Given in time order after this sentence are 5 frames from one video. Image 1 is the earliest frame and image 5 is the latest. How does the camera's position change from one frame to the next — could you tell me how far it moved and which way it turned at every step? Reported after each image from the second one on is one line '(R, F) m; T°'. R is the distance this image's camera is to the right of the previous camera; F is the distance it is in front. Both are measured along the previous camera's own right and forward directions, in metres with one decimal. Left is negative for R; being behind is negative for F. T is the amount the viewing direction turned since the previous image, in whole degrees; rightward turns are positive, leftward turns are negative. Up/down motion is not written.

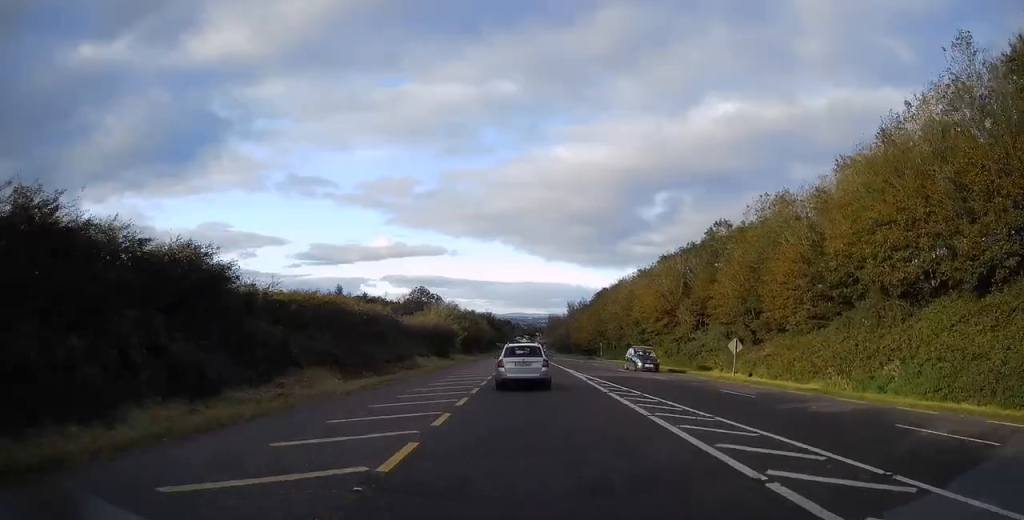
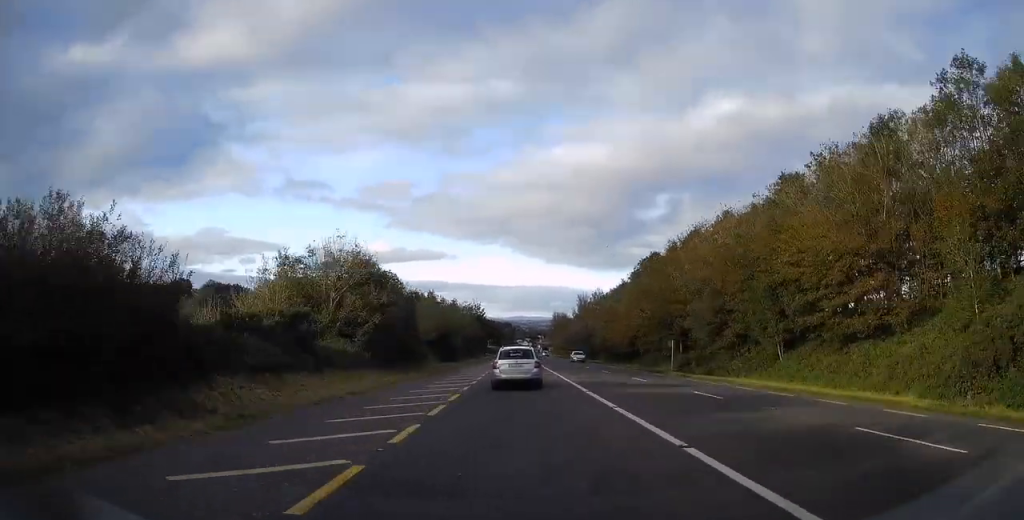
(+0.5, +47.3) m; +1°
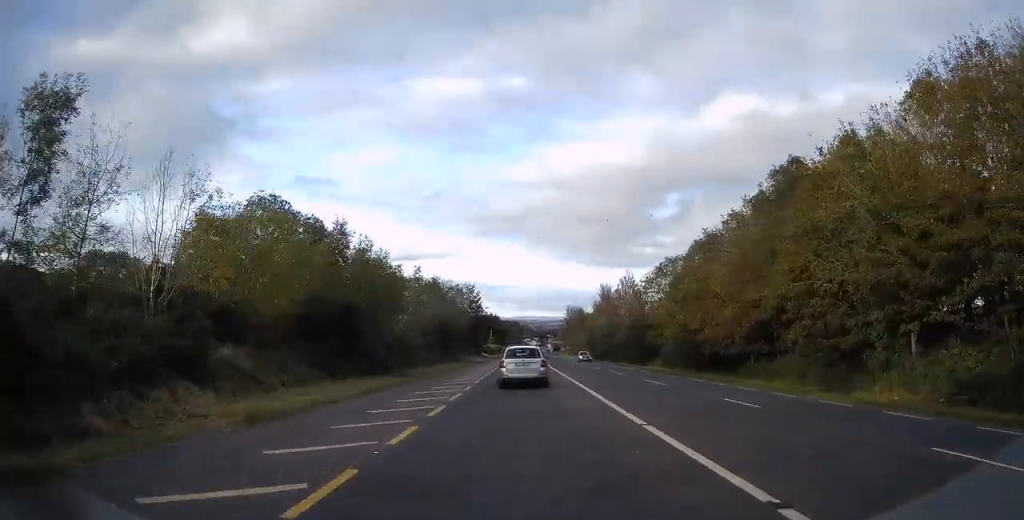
(+0.1, +34.8) m; 0°
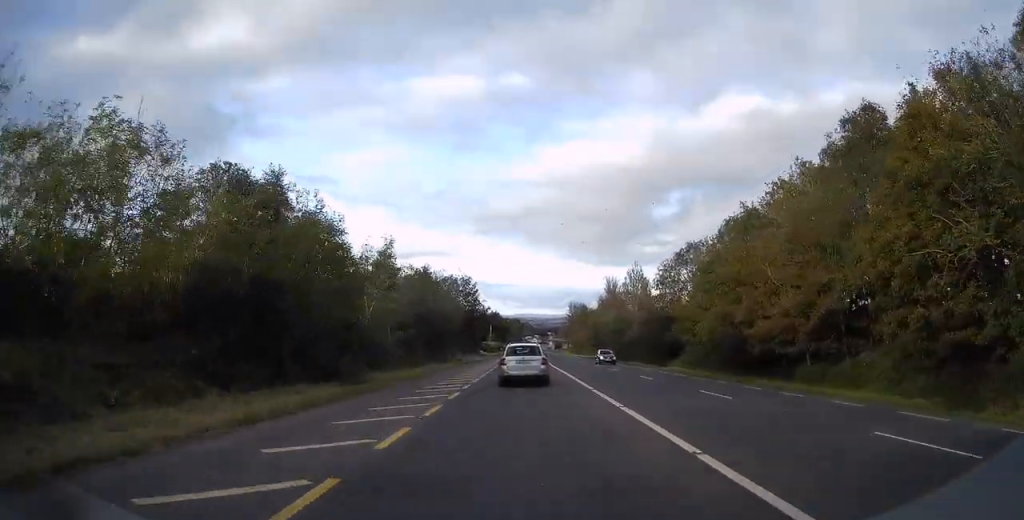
(-0.1, +8.2) m; 0°
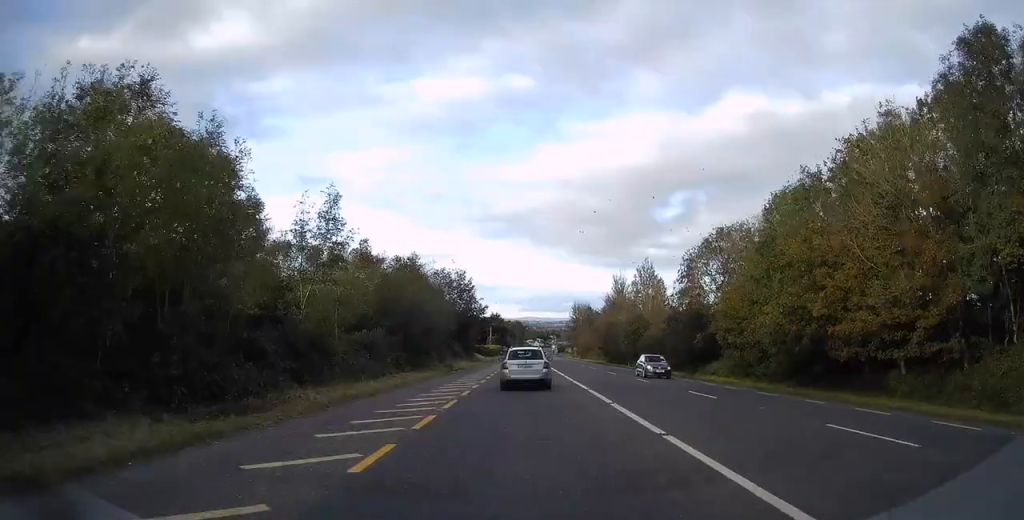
(0.0, +8.9) m; 0°
